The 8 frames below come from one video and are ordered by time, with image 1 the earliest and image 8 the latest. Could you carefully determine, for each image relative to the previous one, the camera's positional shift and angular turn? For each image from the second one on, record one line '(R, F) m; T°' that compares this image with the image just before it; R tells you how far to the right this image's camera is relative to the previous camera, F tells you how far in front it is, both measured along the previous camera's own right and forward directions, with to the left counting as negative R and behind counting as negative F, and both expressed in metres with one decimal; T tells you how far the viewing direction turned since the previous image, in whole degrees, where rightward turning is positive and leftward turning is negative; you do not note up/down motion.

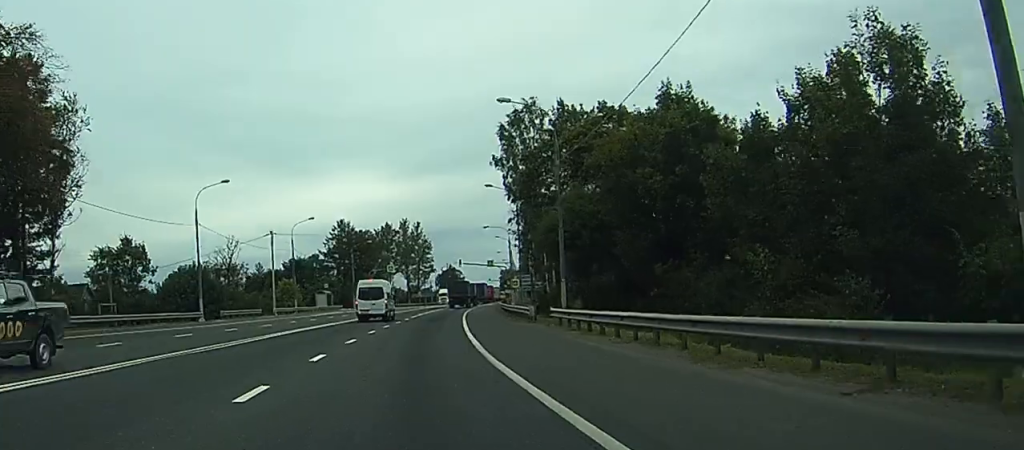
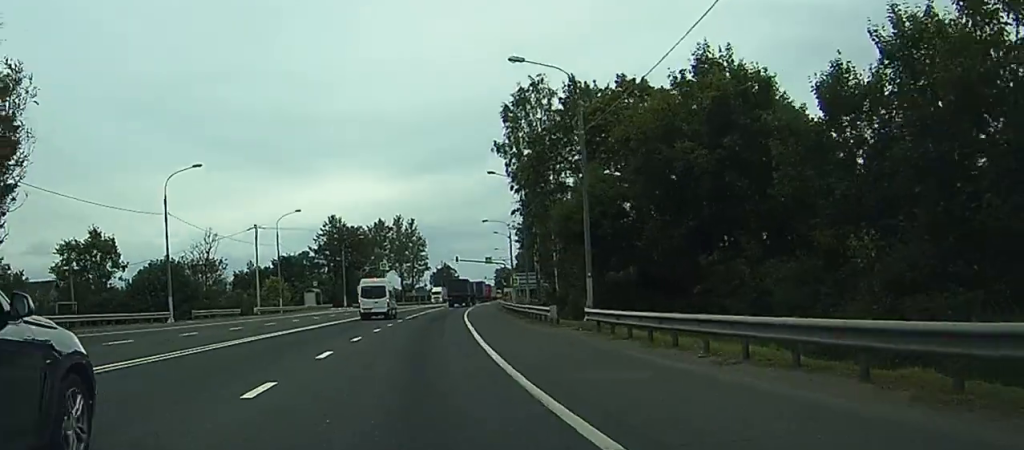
(-0.3, +7.6) m; -1°
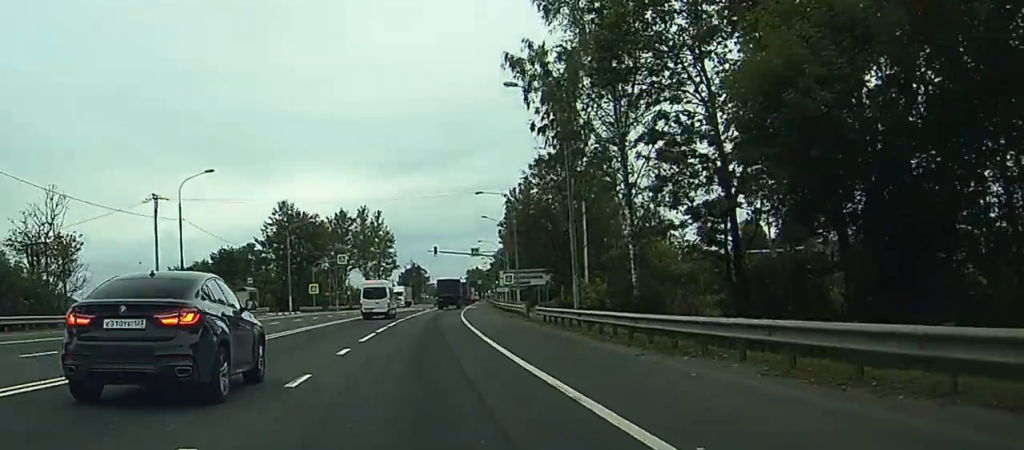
(+1.2, +30.8) m; +6°
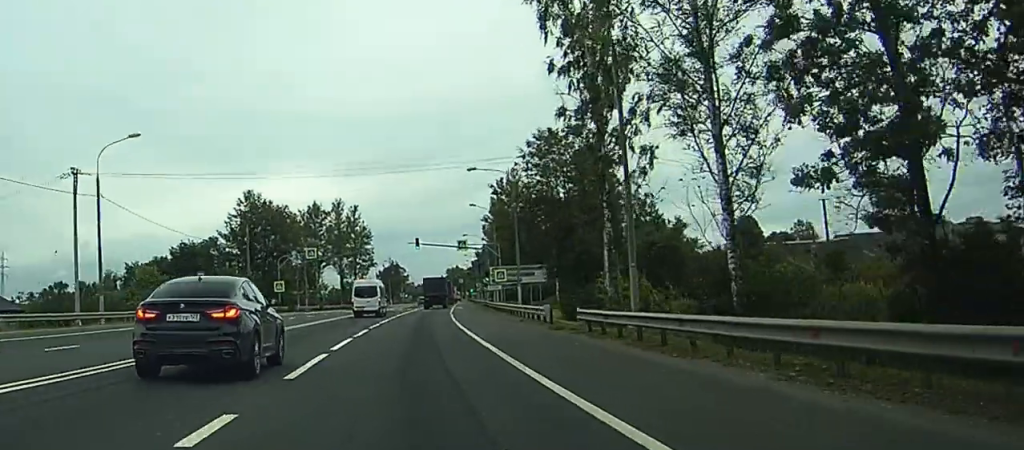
(+0.5, +13.5) m; +2°
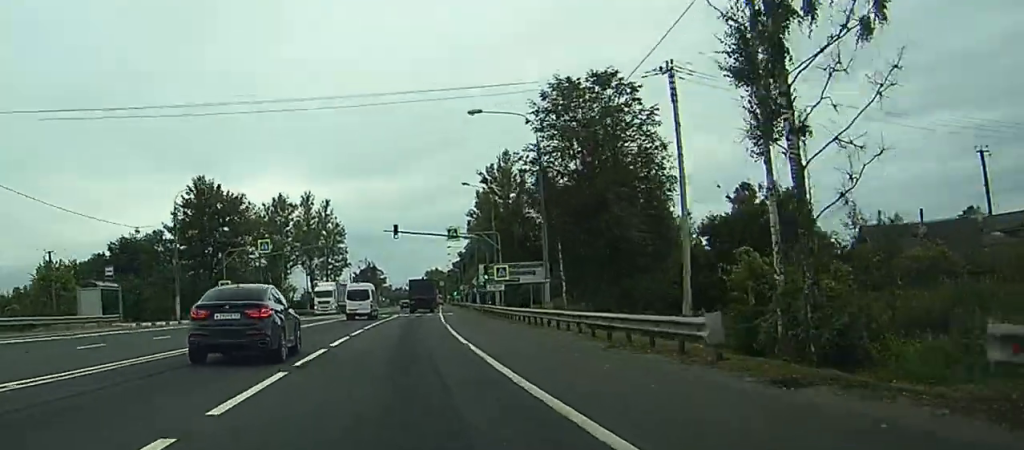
(-0.2, +19.8) m; 0°
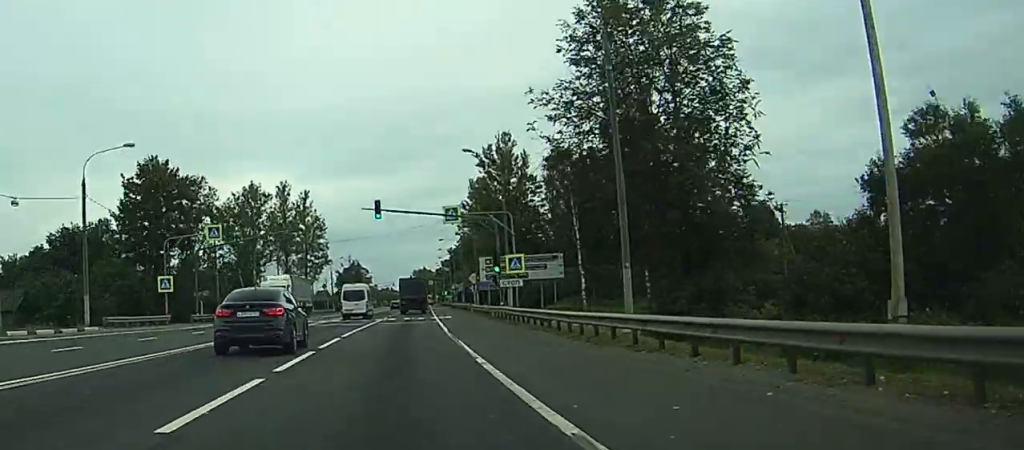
(+0.2, +16.8) m; +1°
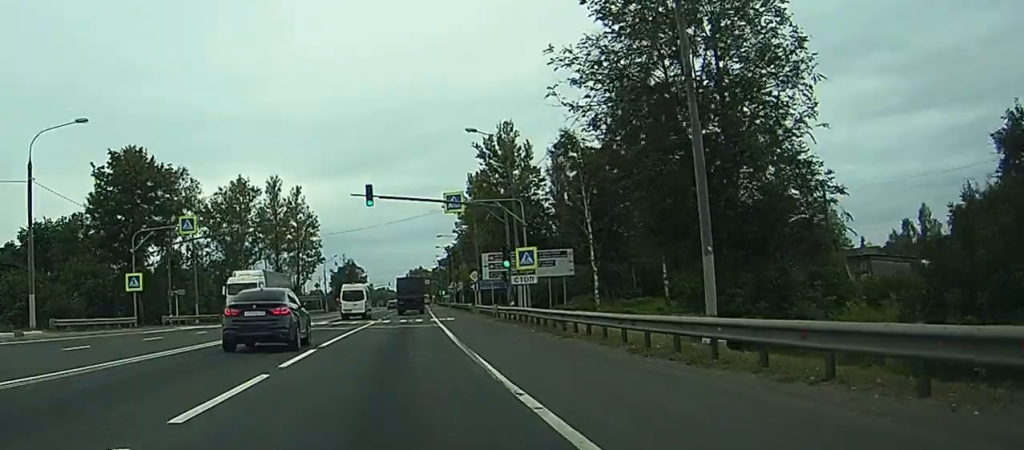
(0.0, +6.9) m; 0°
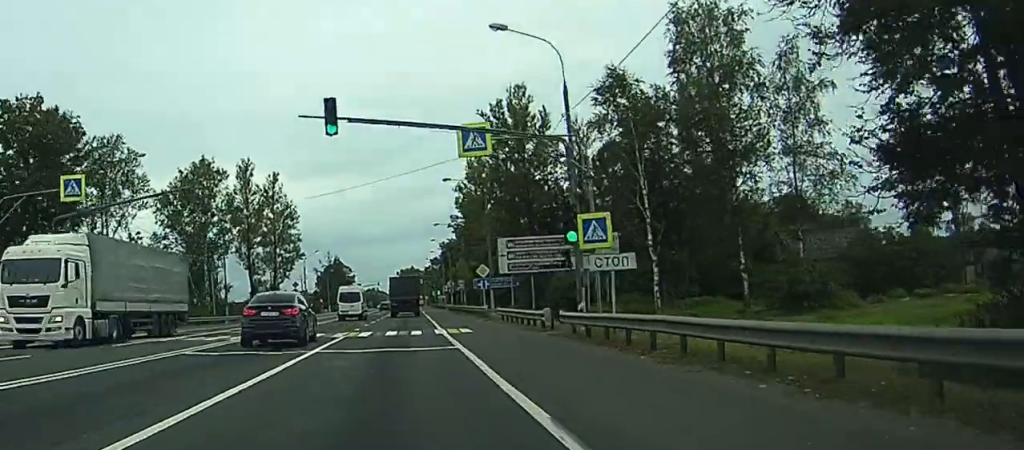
(+0.3, +19.4) m; +1°
